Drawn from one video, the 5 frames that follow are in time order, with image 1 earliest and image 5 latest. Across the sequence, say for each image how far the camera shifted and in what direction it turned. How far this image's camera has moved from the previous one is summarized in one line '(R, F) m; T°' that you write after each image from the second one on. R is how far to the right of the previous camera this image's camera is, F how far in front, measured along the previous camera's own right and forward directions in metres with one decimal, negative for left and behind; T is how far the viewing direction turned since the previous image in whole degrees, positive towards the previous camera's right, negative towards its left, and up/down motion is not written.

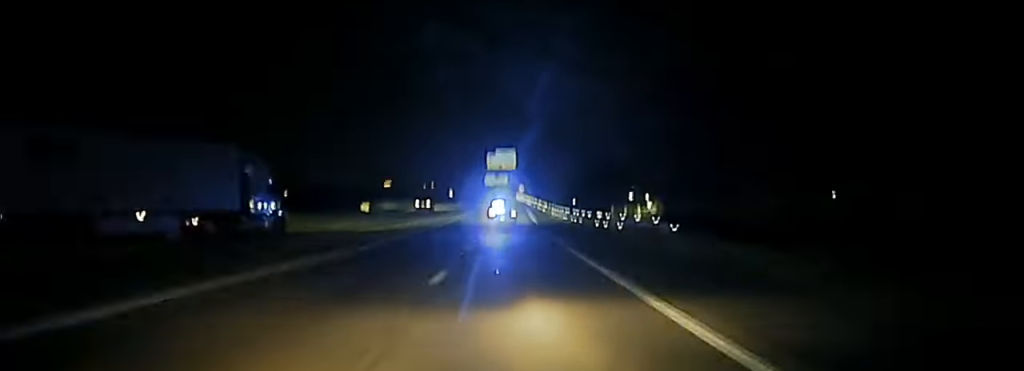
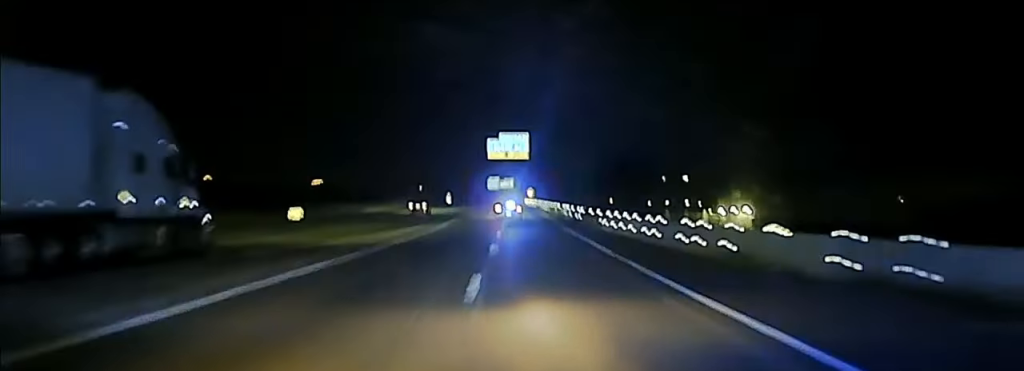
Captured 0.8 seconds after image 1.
(0.0, +36.6) m; 0°
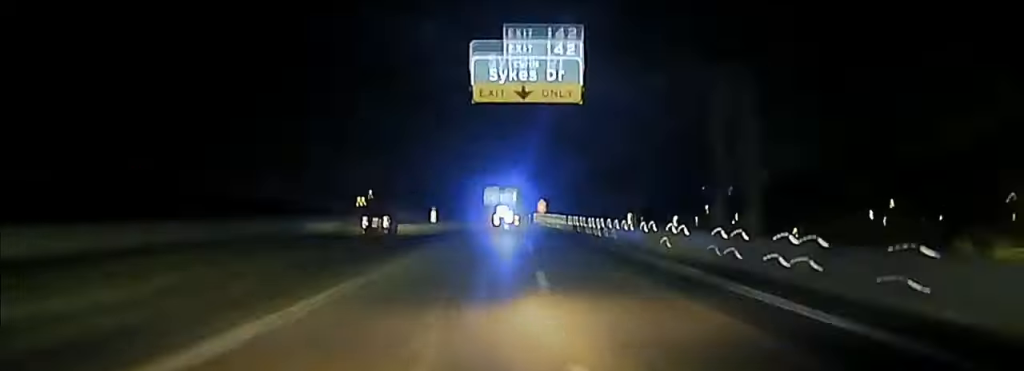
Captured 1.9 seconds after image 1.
(-0.2, +53.2) m; -1°
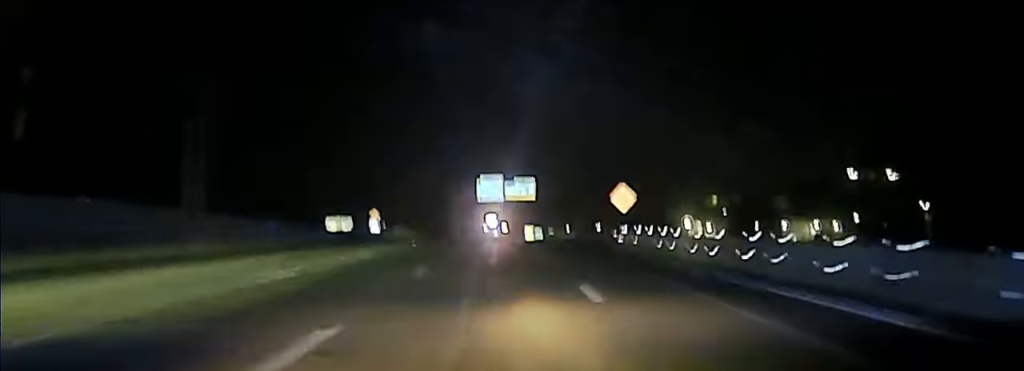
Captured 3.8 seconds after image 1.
(-0.7, +102.4) m; 0°
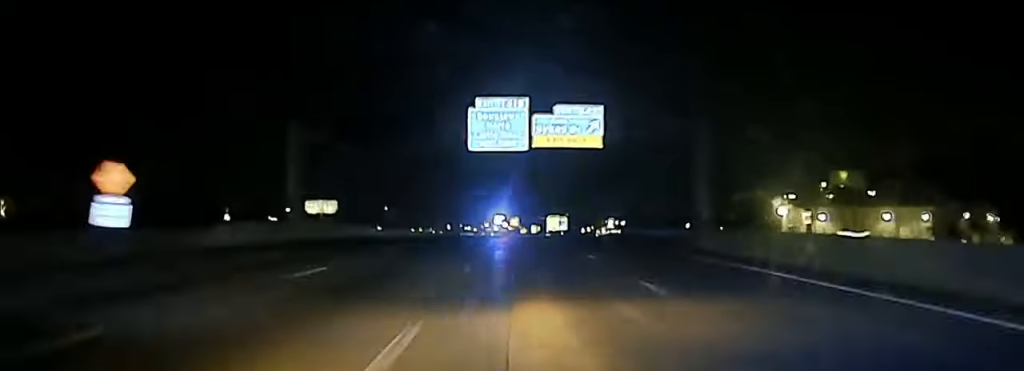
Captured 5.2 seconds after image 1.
(-0.3, +81.2) m; -1°
